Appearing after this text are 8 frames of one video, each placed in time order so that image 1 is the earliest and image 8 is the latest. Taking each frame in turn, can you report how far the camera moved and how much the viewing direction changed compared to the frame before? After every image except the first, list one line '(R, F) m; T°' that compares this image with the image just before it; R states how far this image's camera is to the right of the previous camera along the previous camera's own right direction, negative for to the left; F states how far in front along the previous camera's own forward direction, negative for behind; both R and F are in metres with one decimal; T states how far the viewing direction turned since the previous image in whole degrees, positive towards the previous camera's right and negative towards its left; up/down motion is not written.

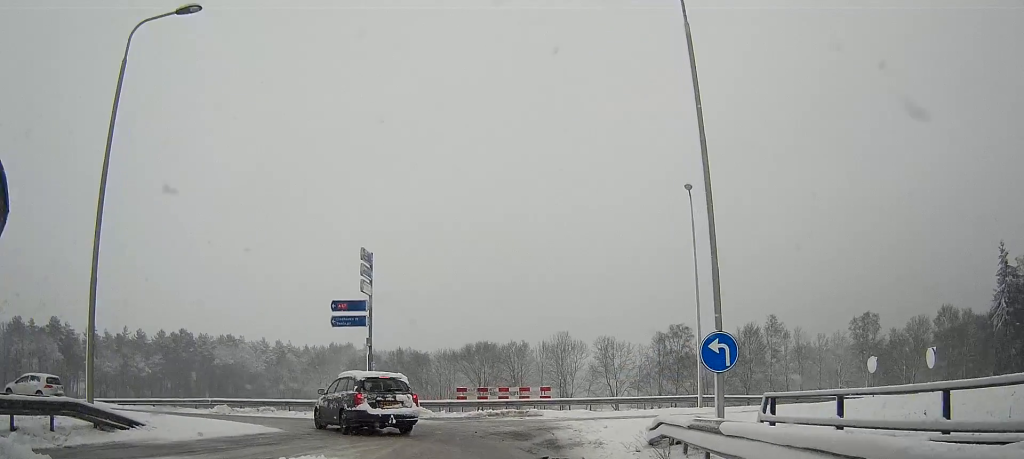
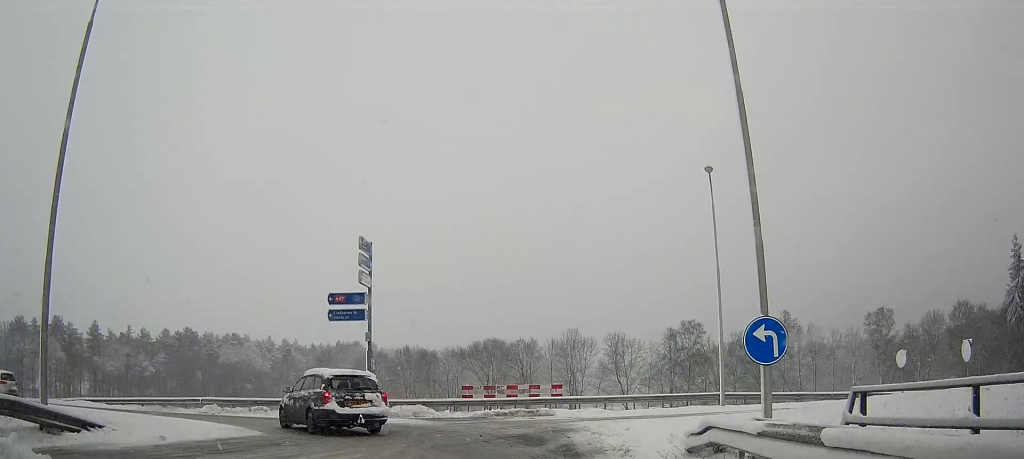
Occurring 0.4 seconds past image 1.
(0.0, +2.3) m; 0°
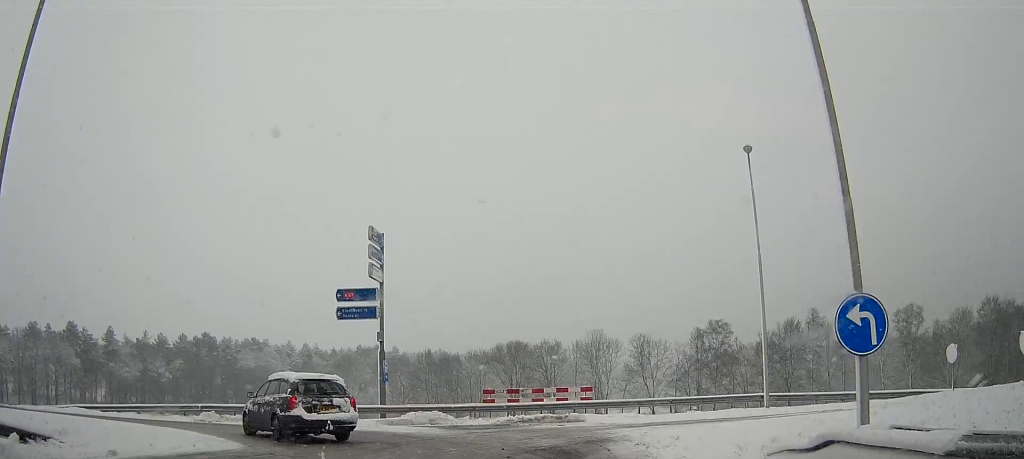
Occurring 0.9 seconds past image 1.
(0.0, +2.7) m; 0°
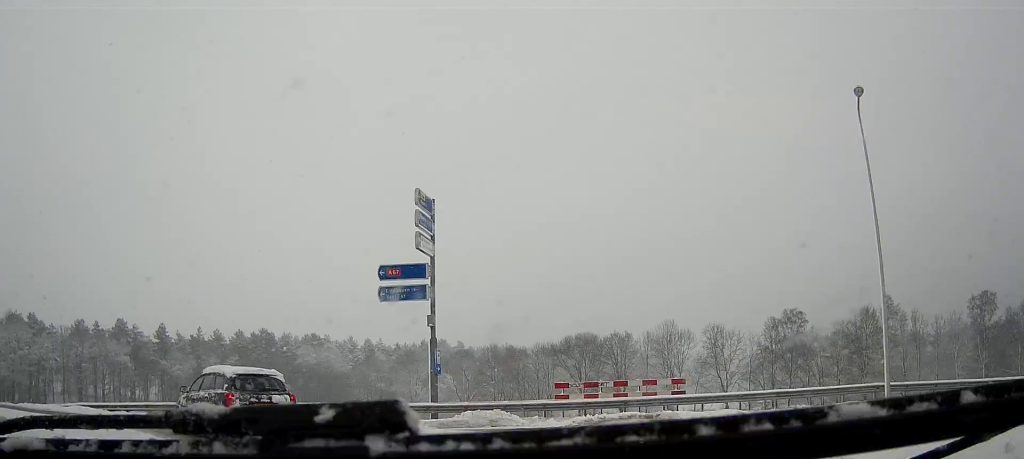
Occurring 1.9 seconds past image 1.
(0.0, +5.2) m; 0°
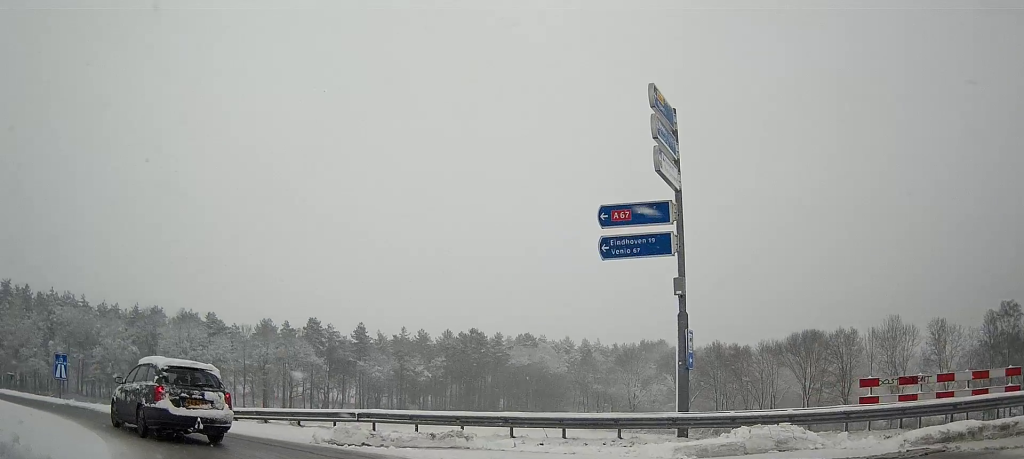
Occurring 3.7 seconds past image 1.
(0.0, +9.2) m; -3°
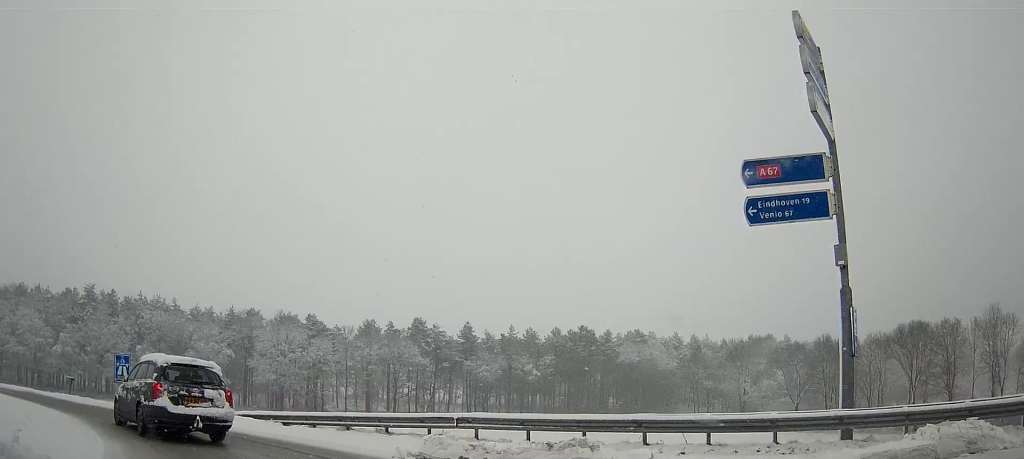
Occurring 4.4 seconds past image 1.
(-0.2, +3.1) m; -25°
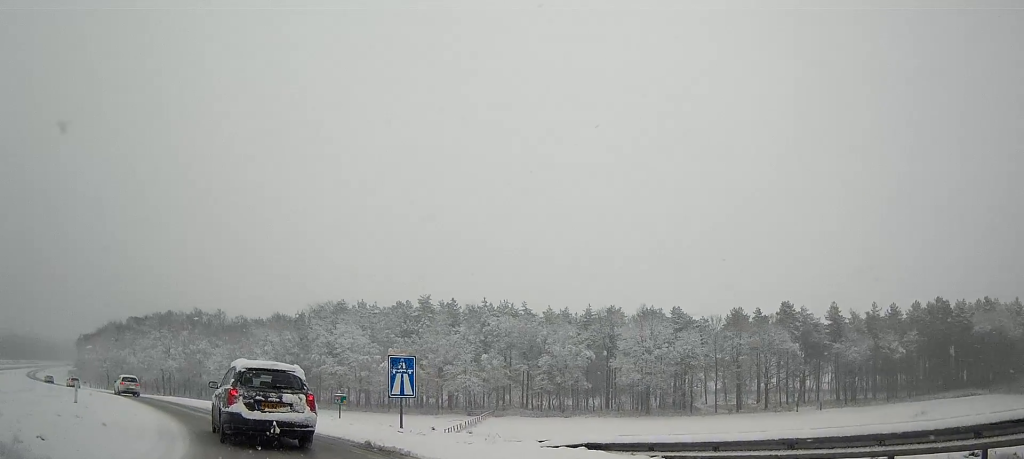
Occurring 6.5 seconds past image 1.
(-5.5, +8.0) m; -43°
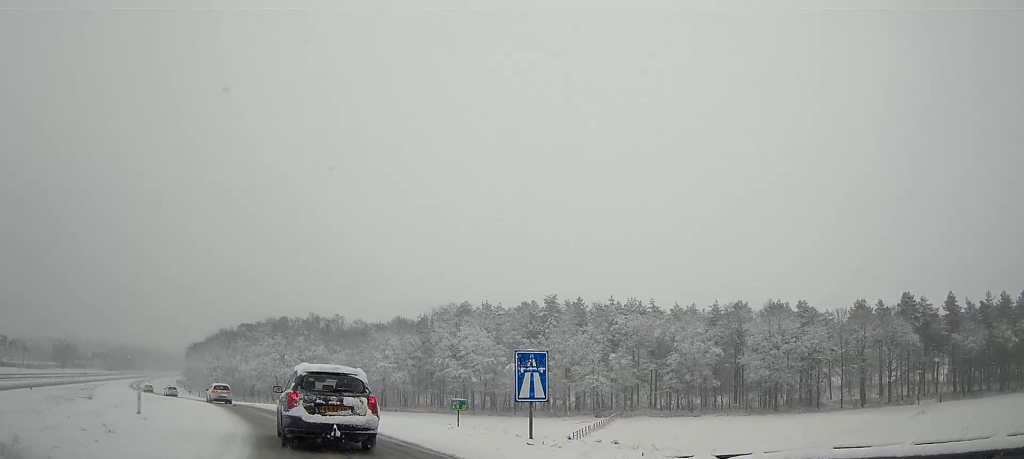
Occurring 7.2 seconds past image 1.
(0.0, +3.7) m; -1°
